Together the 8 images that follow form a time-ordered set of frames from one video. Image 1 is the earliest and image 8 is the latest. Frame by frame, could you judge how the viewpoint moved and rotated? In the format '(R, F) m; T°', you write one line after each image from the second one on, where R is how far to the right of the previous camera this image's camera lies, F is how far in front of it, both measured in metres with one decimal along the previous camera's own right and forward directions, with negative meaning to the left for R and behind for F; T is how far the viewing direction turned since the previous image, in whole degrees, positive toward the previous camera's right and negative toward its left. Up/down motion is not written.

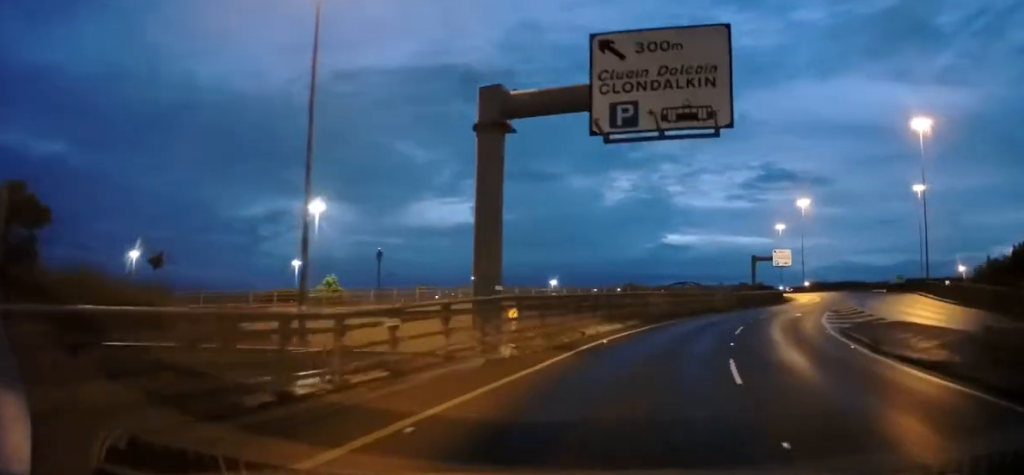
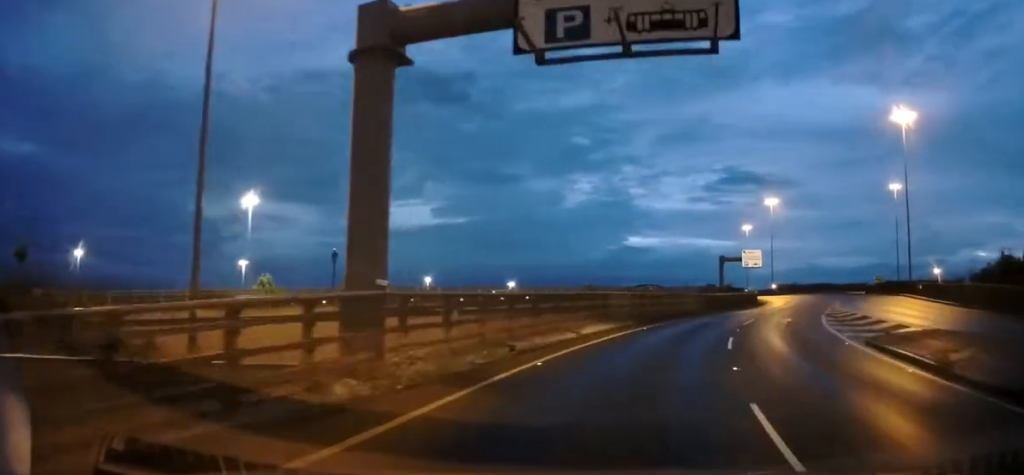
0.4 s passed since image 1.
(+0.6, +6.3) m; +4°
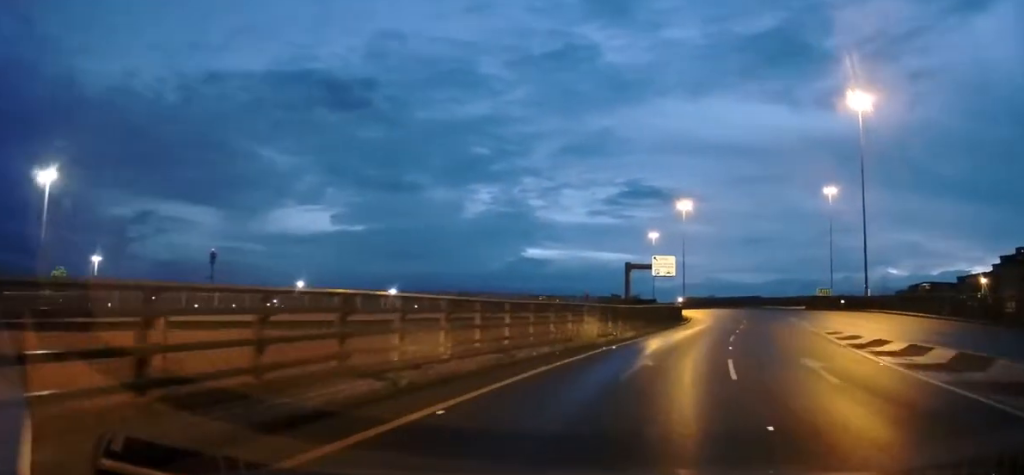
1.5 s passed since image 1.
(+1.7, +17.2) m; +9°
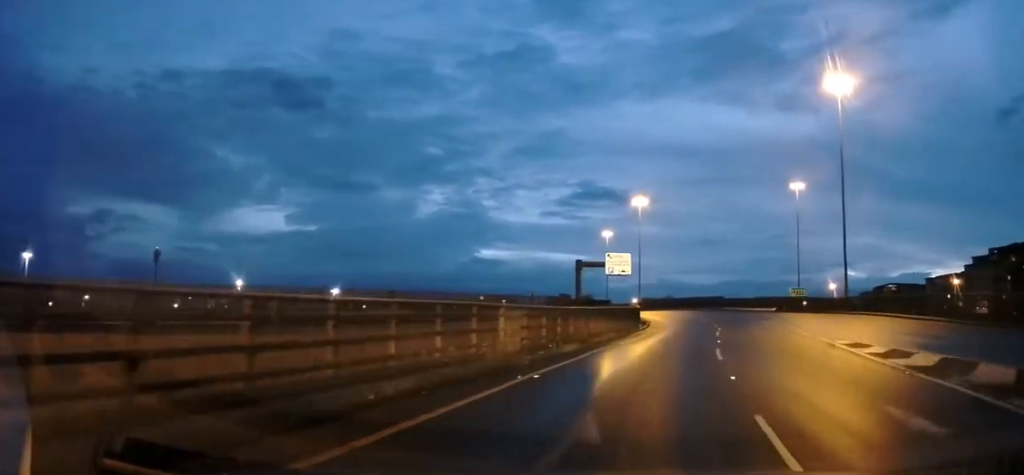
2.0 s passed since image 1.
(+0.2, +7.8) m; +3°
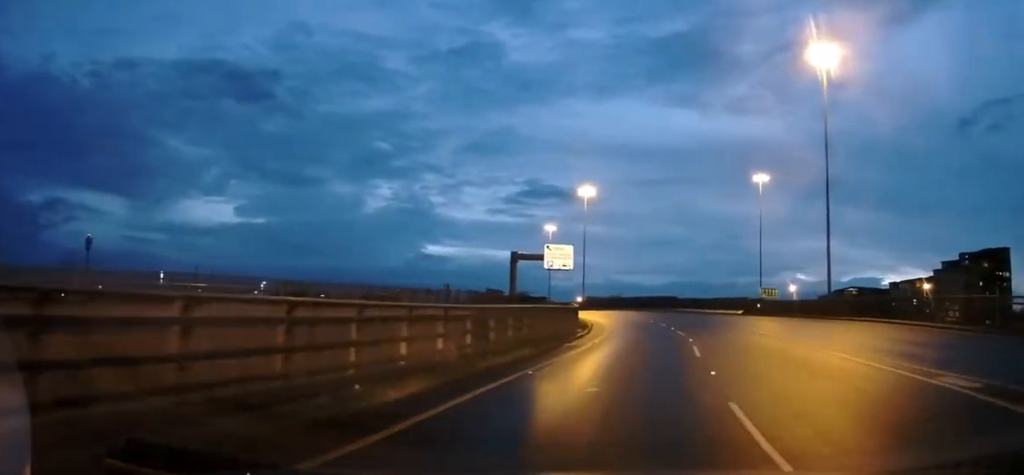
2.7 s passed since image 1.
(+0.4, +10.9) m; +3°
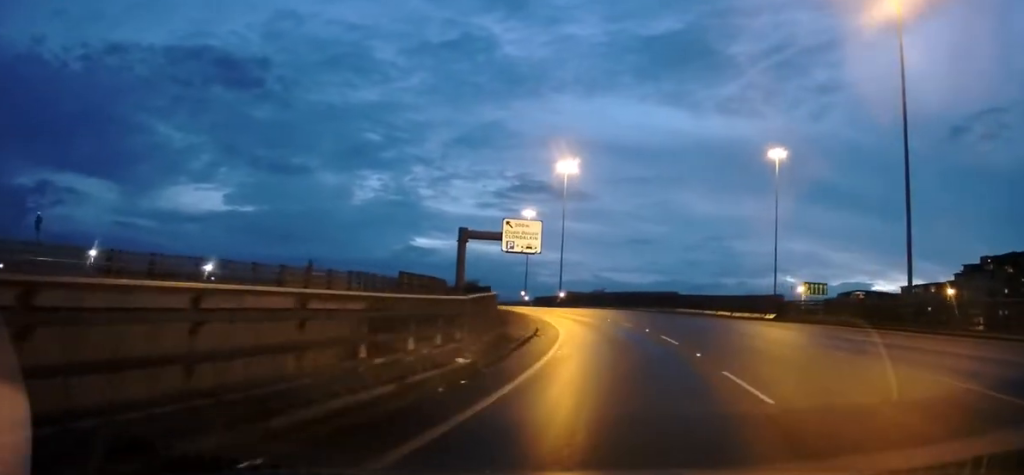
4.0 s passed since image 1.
(+0.8, +20.5) m; +3°
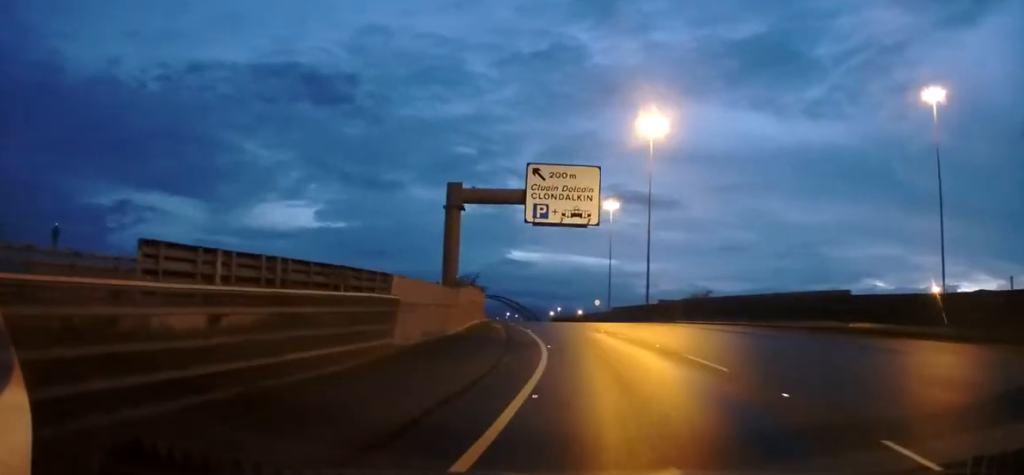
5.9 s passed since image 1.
(-2.0, +30.6) m; -11°
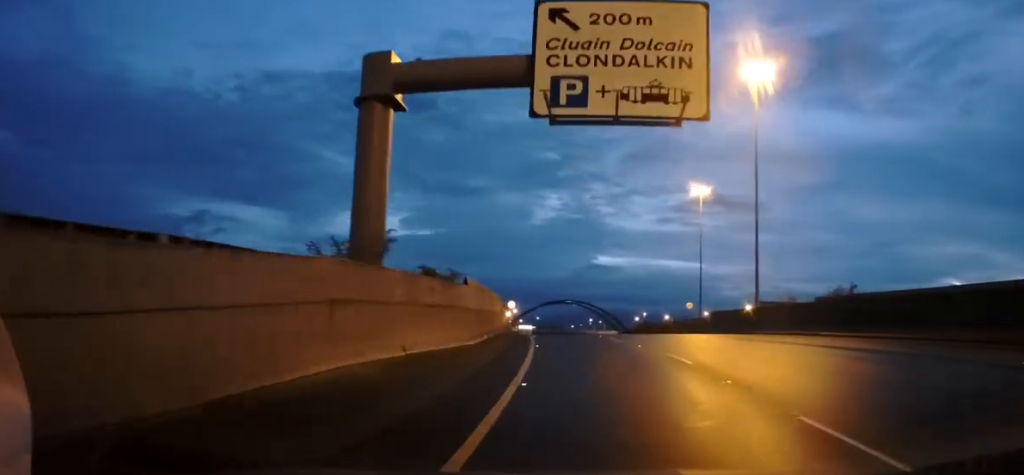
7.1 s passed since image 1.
(-1.6, +20.3) m; -7°
